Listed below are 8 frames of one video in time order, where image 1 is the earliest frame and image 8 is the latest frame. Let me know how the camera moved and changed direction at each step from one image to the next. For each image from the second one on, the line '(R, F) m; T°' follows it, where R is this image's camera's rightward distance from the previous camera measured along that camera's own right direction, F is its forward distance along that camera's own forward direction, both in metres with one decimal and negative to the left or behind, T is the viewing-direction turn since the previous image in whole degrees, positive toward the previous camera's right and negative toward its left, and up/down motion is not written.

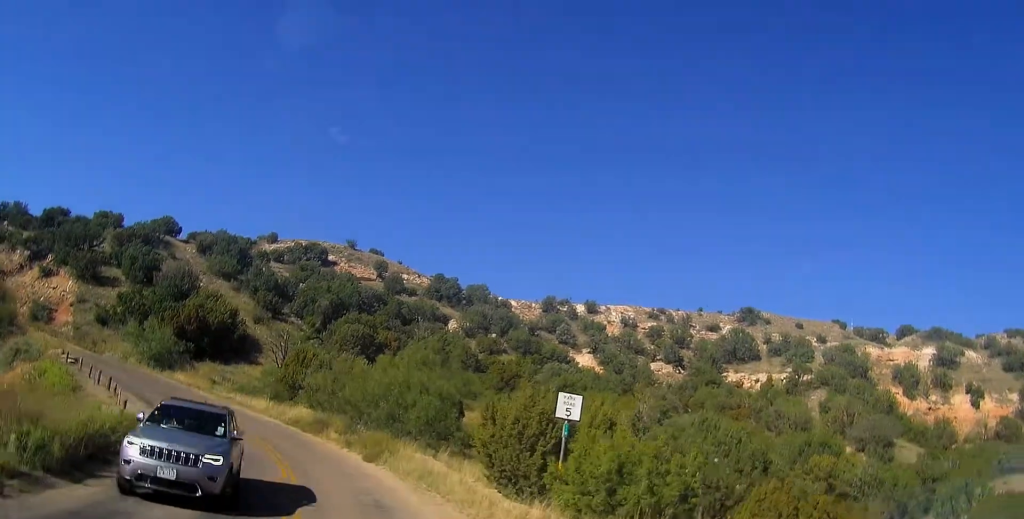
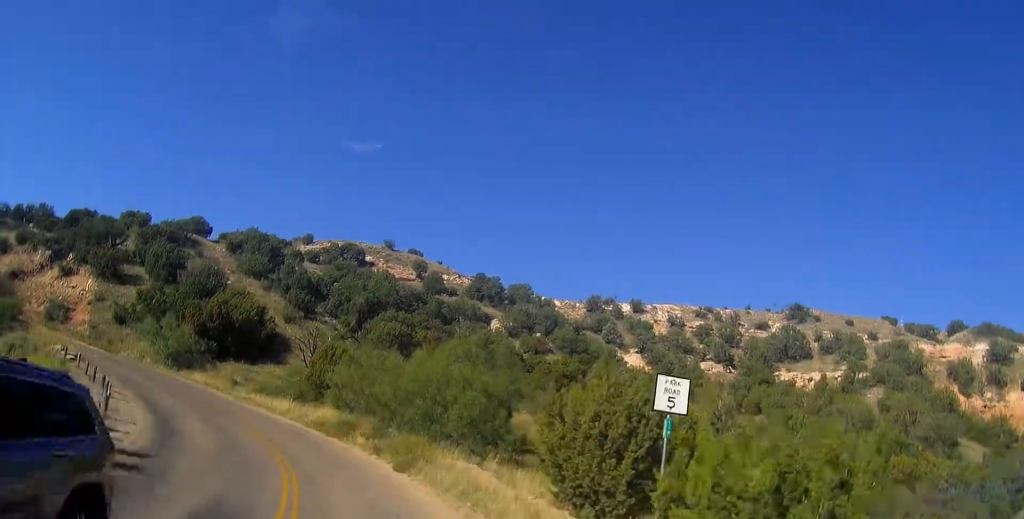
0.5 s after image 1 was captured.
(0.0, +4.2) m; -5°
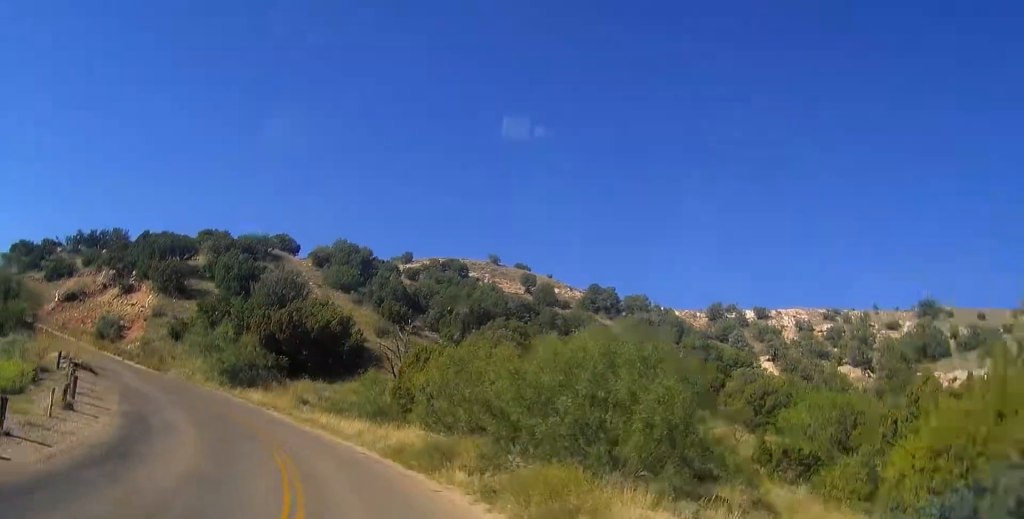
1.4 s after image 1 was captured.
(-0.8, +8.8) m; -12°
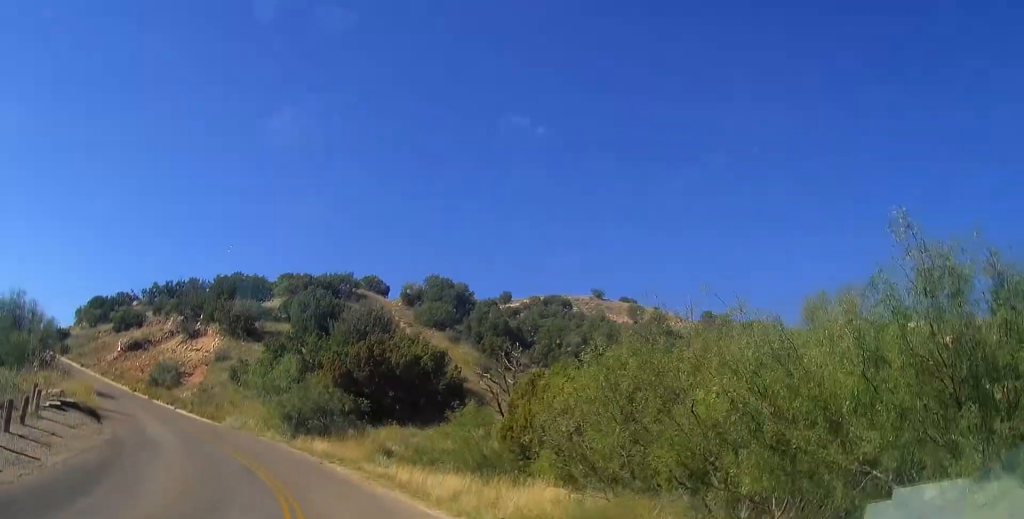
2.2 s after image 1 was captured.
(-0.8, +7.3) m; -10°
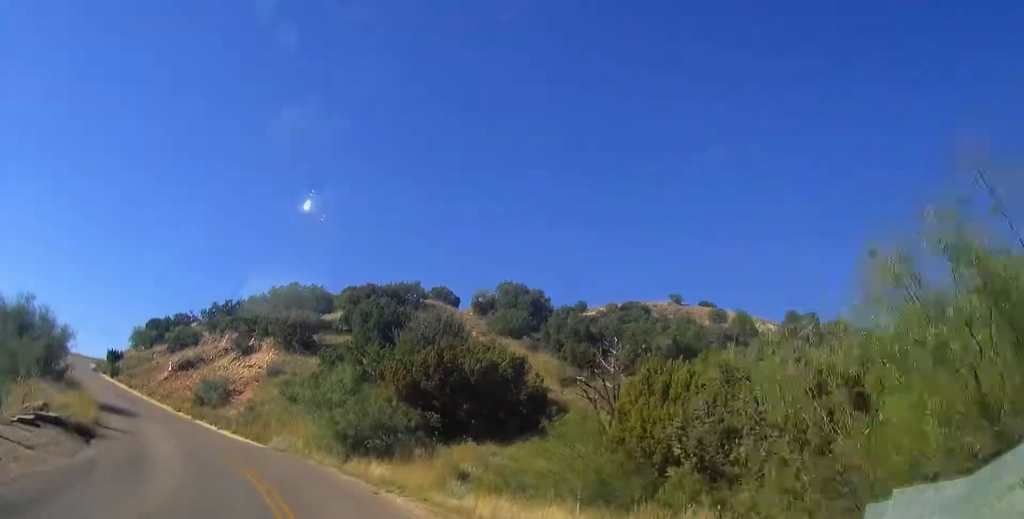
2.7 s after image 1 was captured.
(-0.3, +4.6) m; -6°
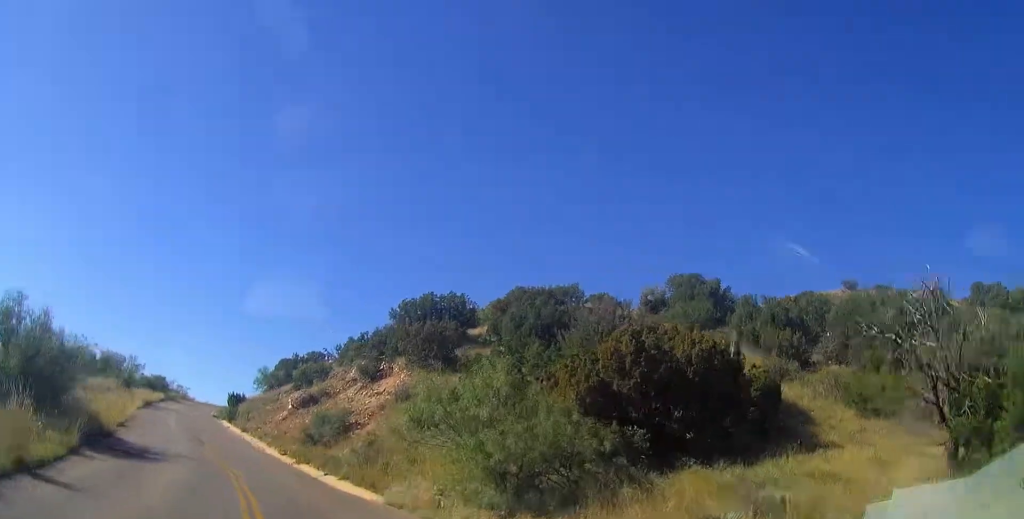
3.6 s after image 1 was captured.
(-0.9, +9.0) m; -13°
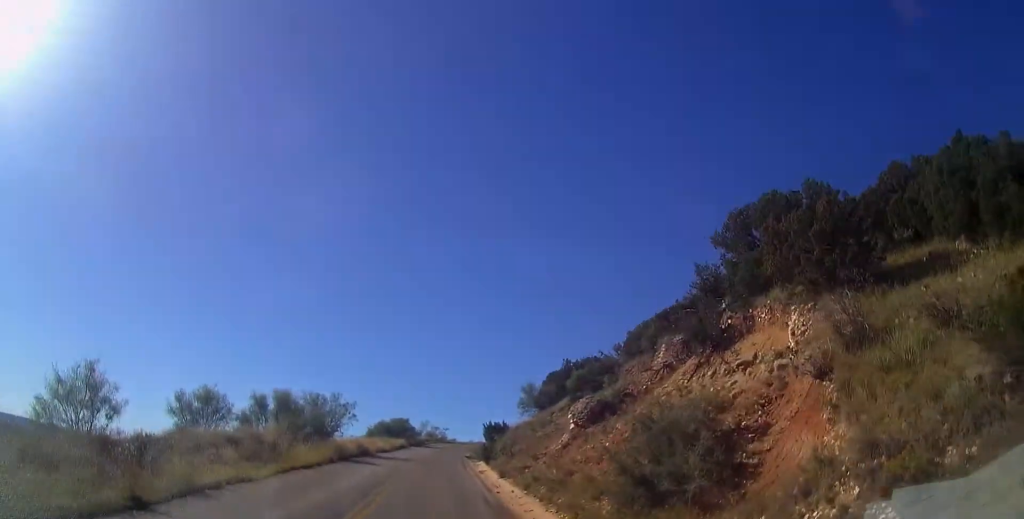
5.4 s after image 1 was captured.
(-4.6, +18.0) m; -23°
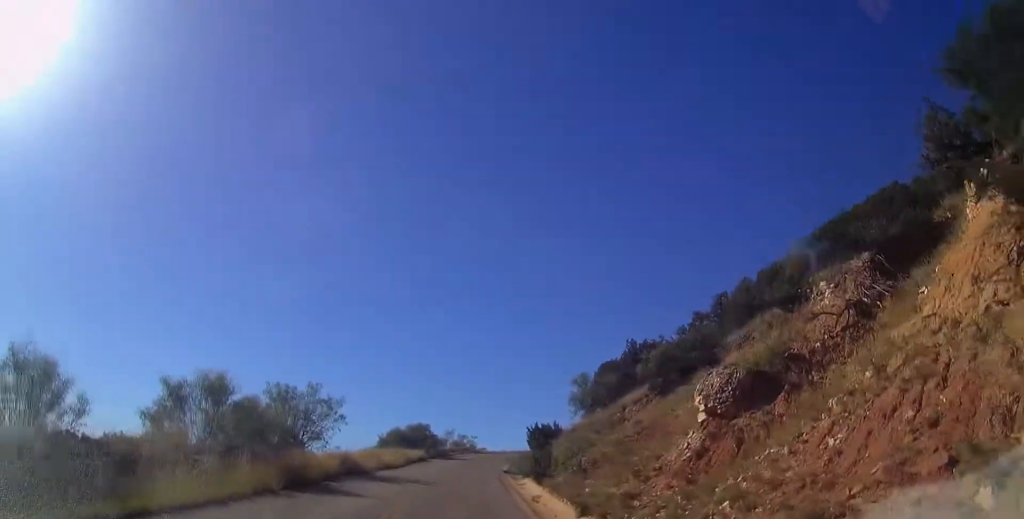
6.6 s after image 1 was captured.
(-0.3, +13.6) m; -1°
